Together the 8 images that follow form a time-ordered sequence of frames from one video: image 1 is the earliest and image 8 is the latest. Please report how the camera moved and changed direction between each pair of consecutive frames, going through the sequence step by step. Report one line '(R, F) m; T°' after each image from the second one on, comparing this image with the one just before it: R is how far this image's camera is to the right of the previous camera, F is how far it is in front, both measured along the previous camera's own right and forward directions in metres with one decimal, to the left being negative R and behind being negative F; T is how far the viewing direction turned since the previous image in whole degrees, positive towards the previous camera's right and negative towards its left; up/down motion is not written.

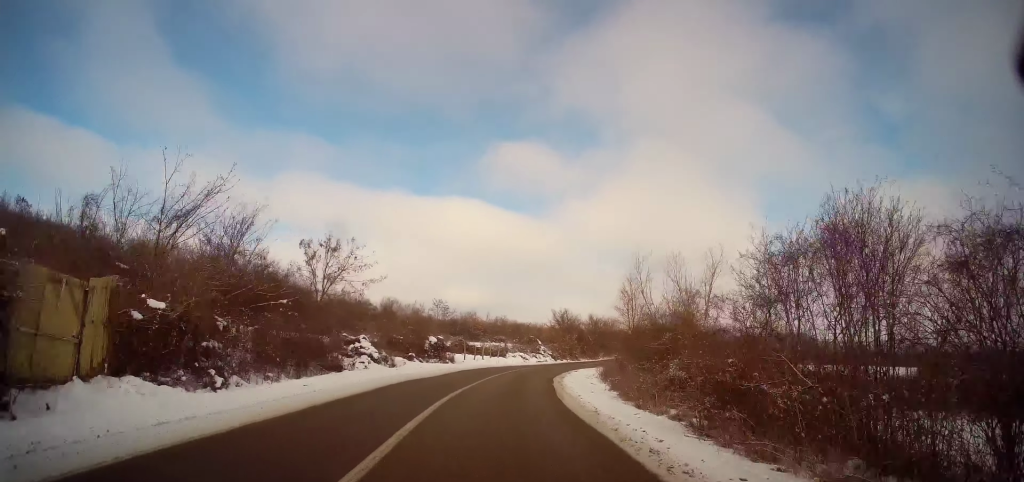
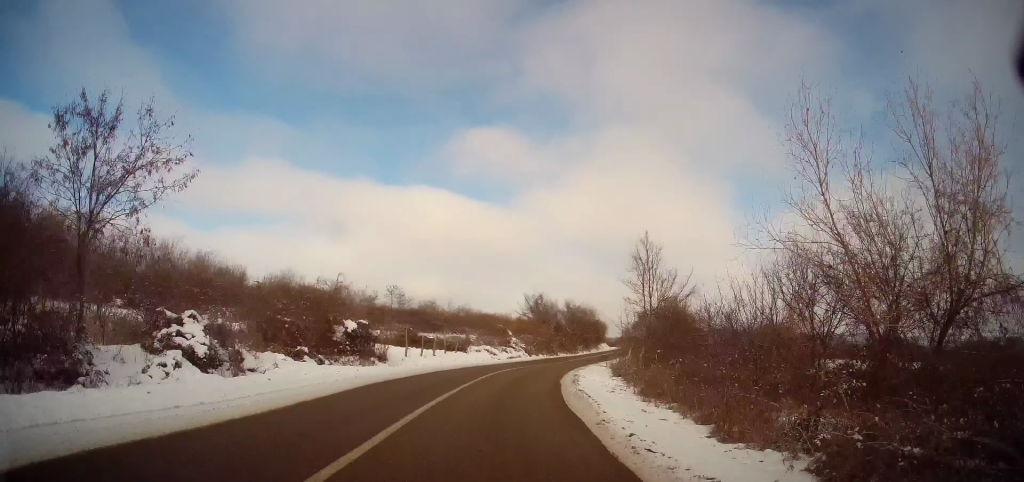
(+0.2, +15.5) m; +4°
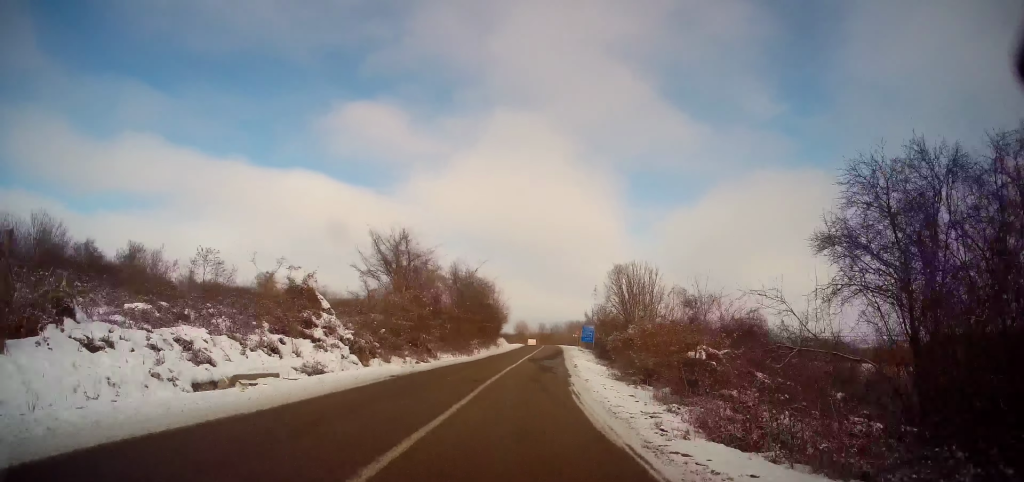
(+3.6, +36.4) m; +10°
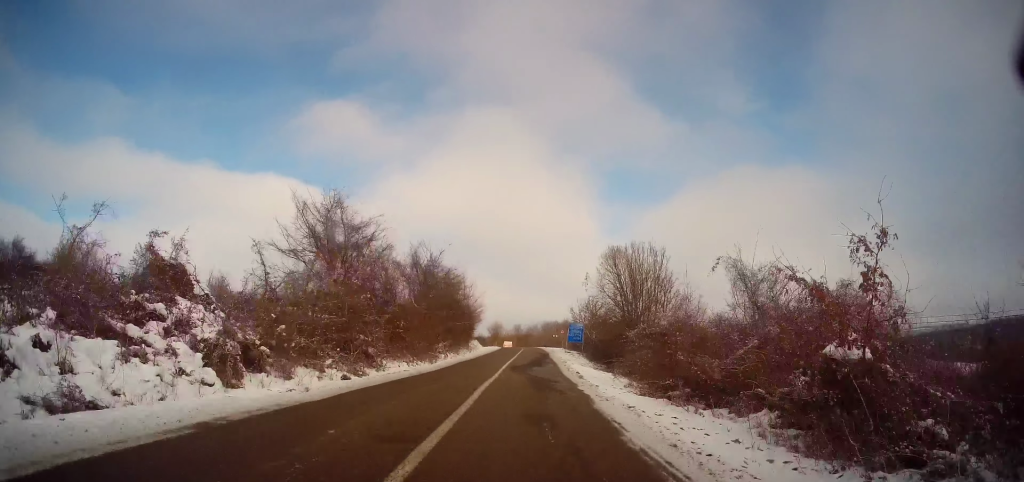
(-0.1, +9.5) m; +3°
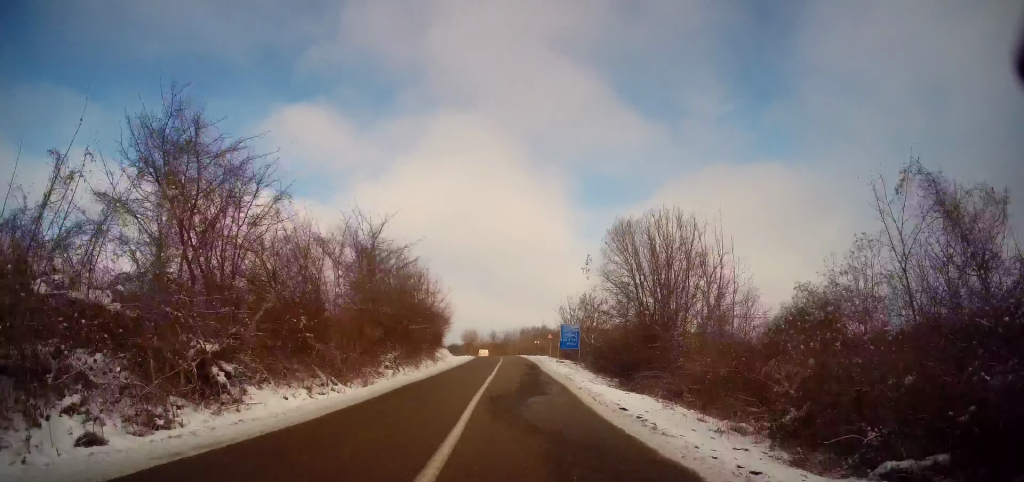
(+0.6, +11.6) m; +3°
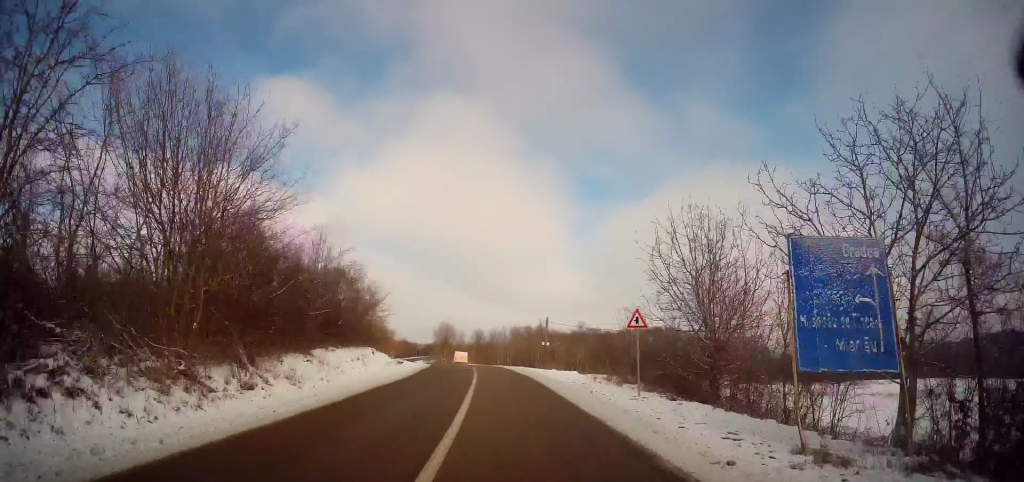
(+2.0, +35.2) m; +4°
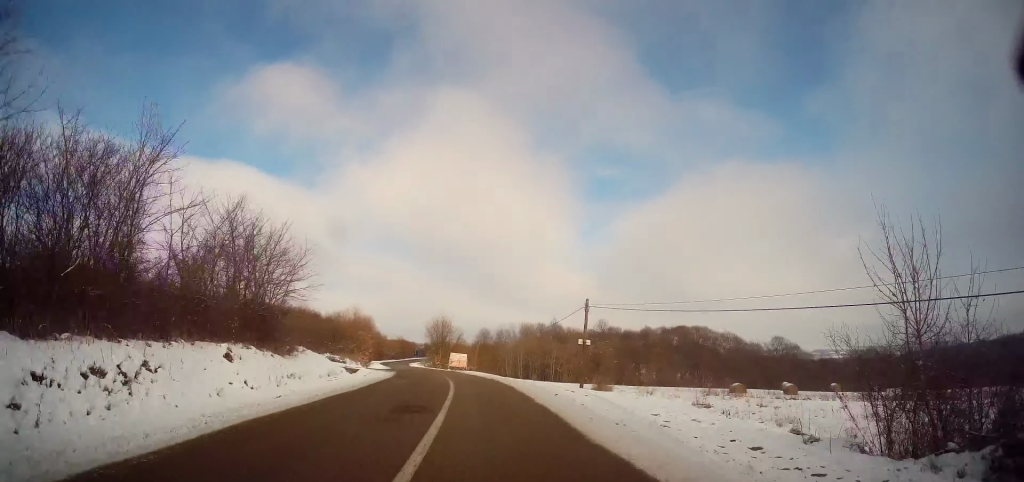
(-0.2, +20.0) m; -2°
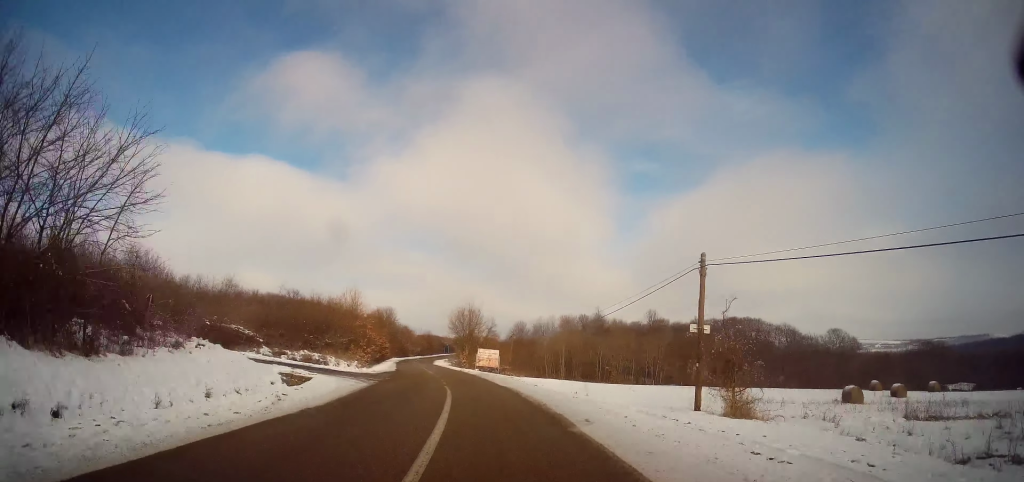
(0.0, +14.6) m; -3°
